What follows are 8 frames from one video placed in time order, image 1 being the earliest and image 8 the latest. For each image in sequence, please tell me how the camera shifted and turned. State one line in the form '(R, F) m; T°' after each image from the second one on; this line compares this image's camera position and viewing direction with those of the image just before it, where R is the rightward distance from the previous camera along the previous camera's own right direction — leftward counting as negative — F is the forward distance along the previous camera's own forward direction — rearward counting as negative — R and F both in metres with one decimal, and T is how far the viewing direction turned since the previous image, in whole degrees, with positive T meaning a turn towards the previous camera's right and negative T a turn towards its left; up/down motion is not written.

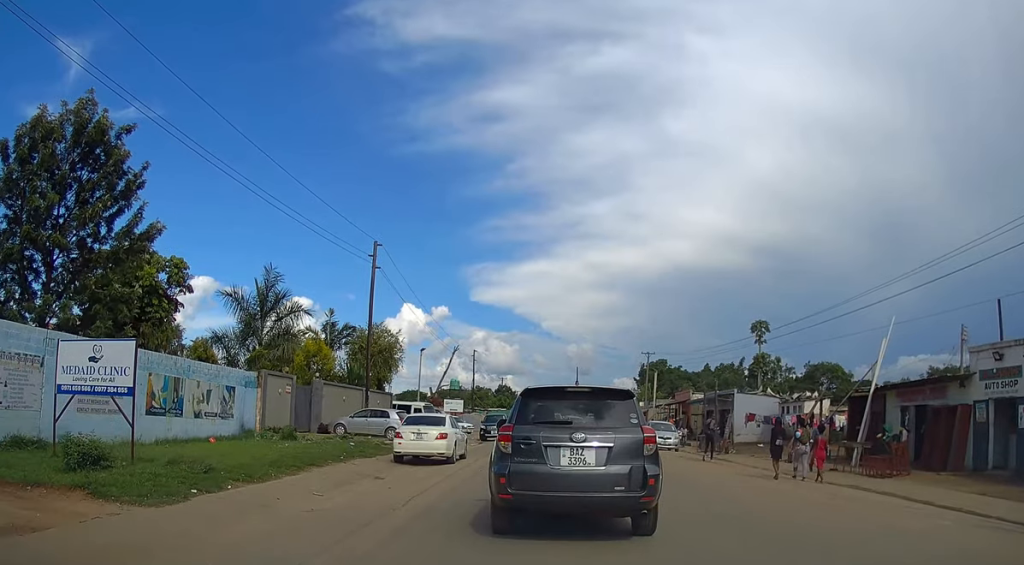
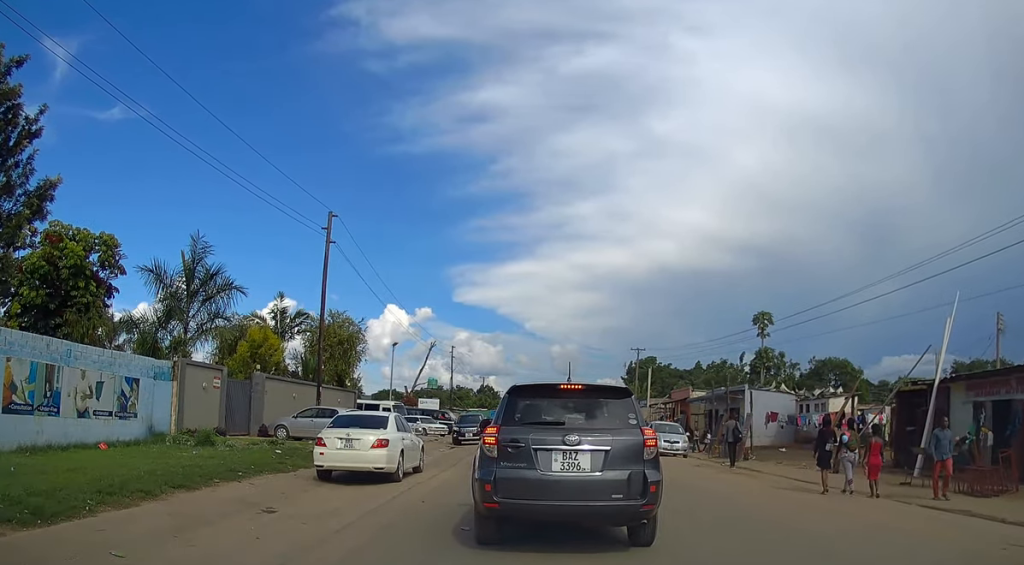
(-0.1, +5.8) m; -2°
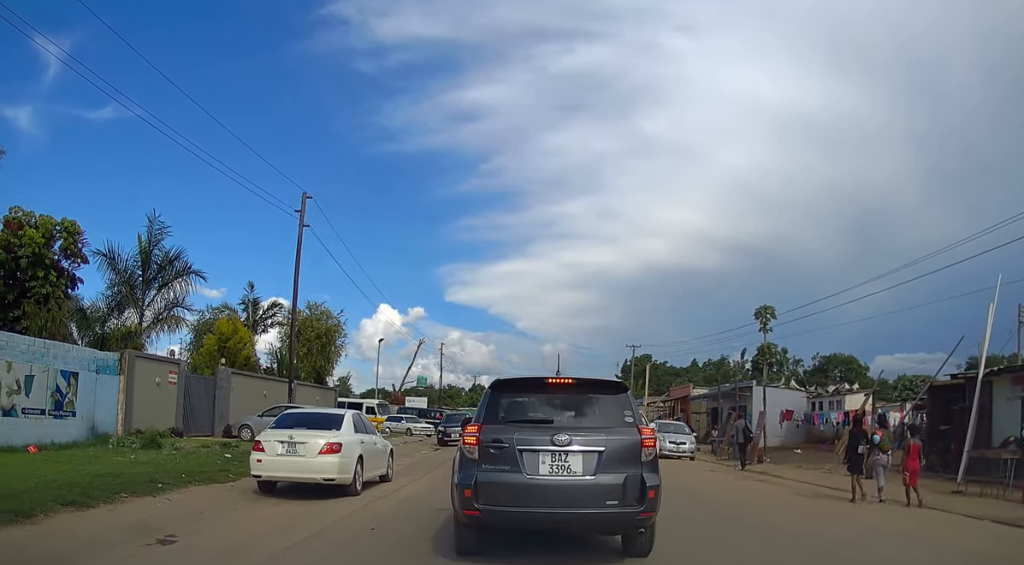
(0.0, +2.9) m; +1°
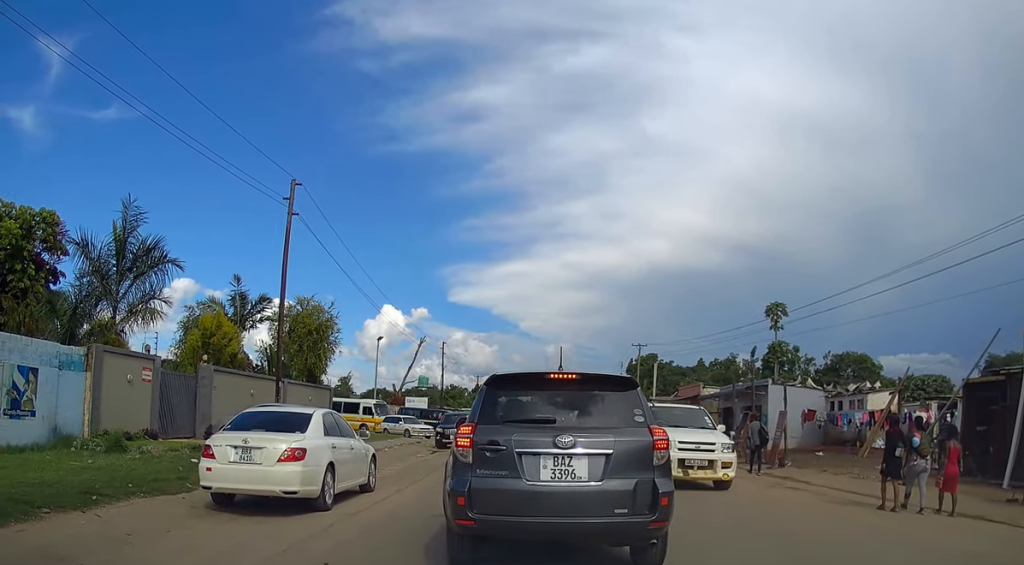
(0.0, +2.0) m; +2°
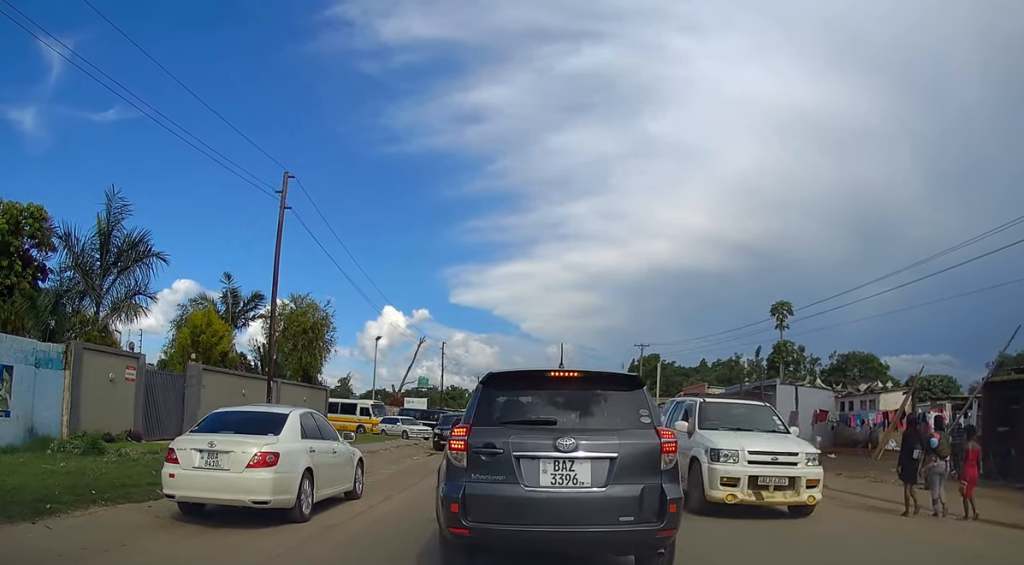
(0.0, +1.1) m; +1°
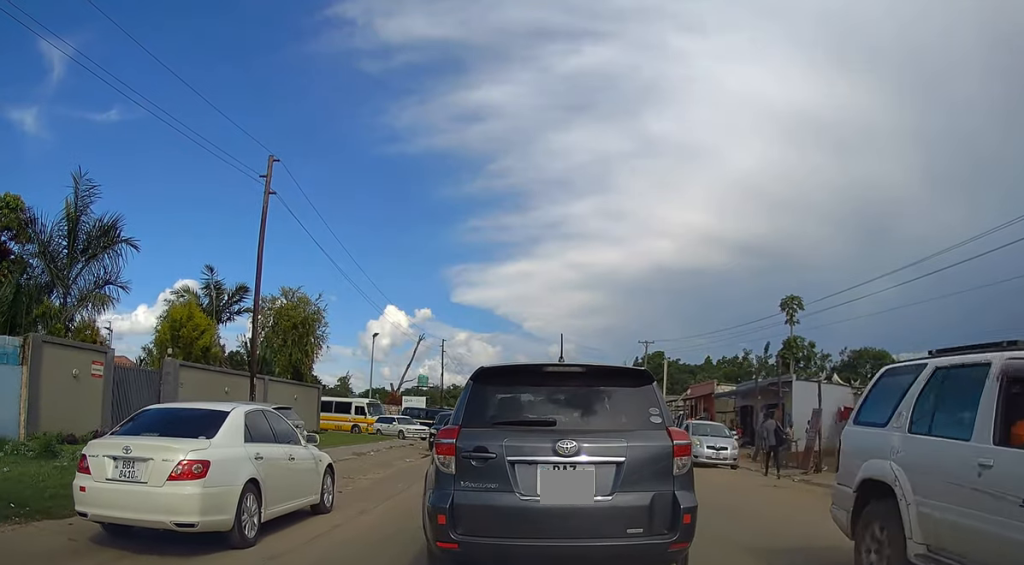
(0.0, +1.9) m; 0°
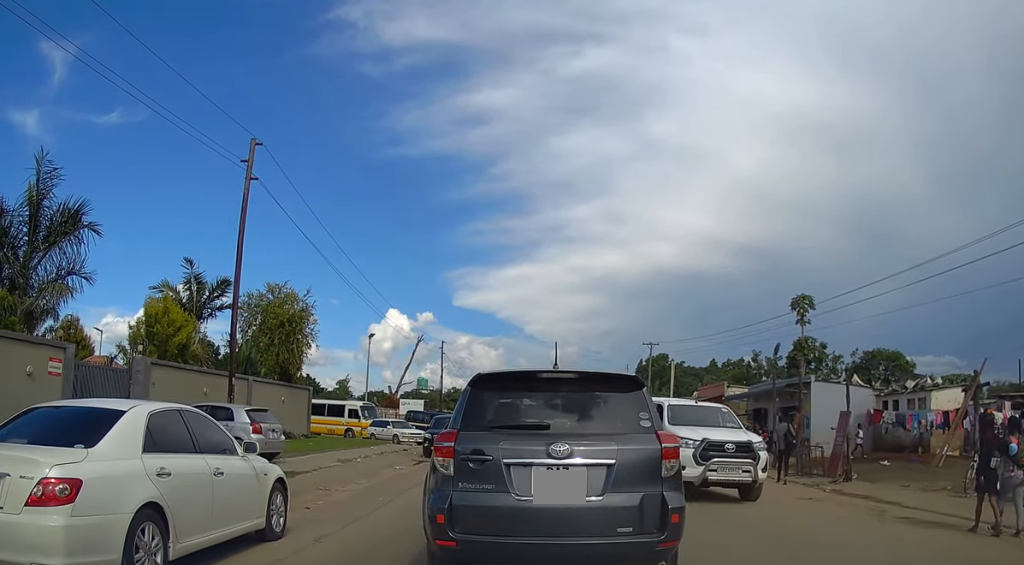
(0.0, +2.4) m; -4°
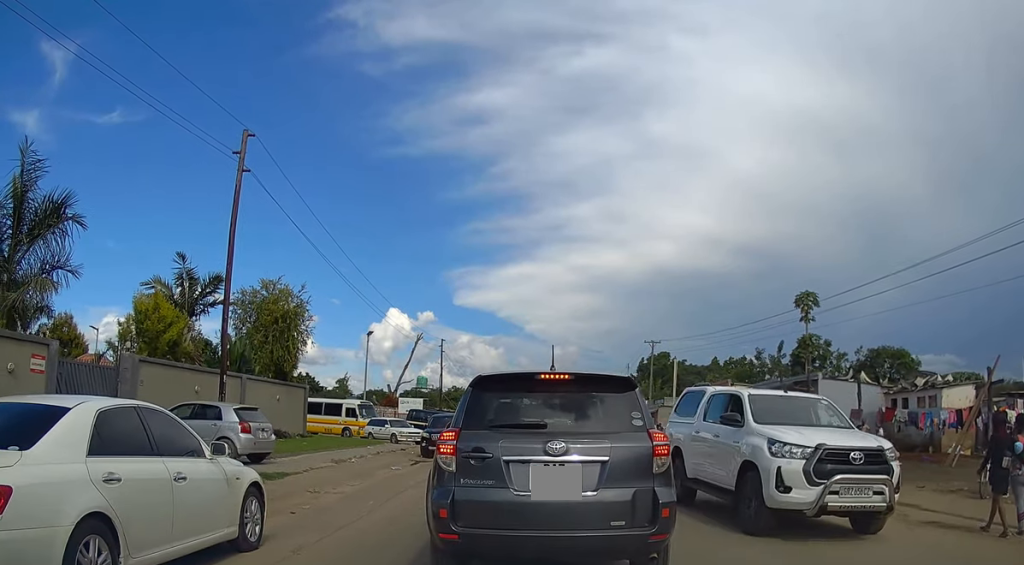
(0.0, +0.8) m; -1°
